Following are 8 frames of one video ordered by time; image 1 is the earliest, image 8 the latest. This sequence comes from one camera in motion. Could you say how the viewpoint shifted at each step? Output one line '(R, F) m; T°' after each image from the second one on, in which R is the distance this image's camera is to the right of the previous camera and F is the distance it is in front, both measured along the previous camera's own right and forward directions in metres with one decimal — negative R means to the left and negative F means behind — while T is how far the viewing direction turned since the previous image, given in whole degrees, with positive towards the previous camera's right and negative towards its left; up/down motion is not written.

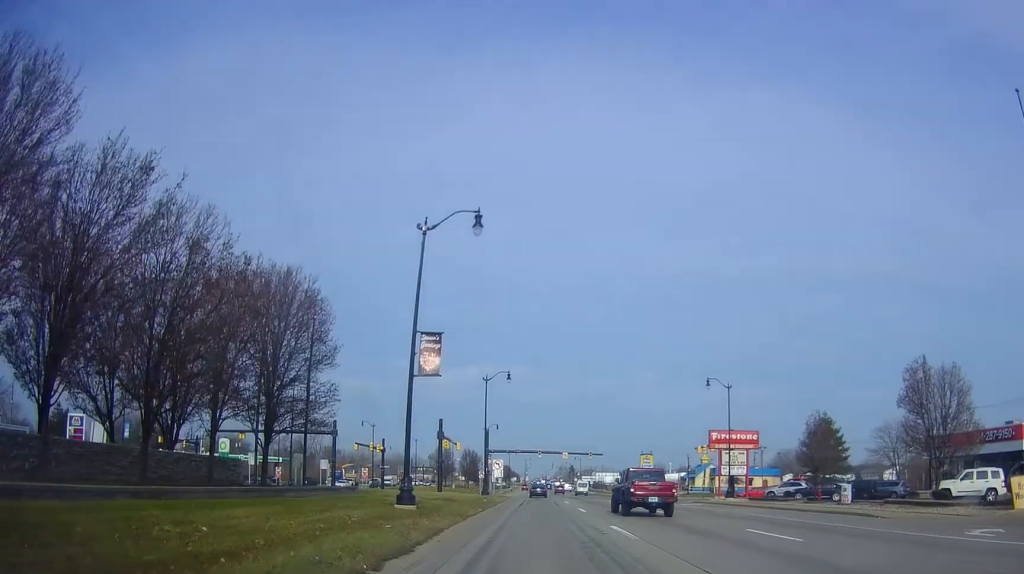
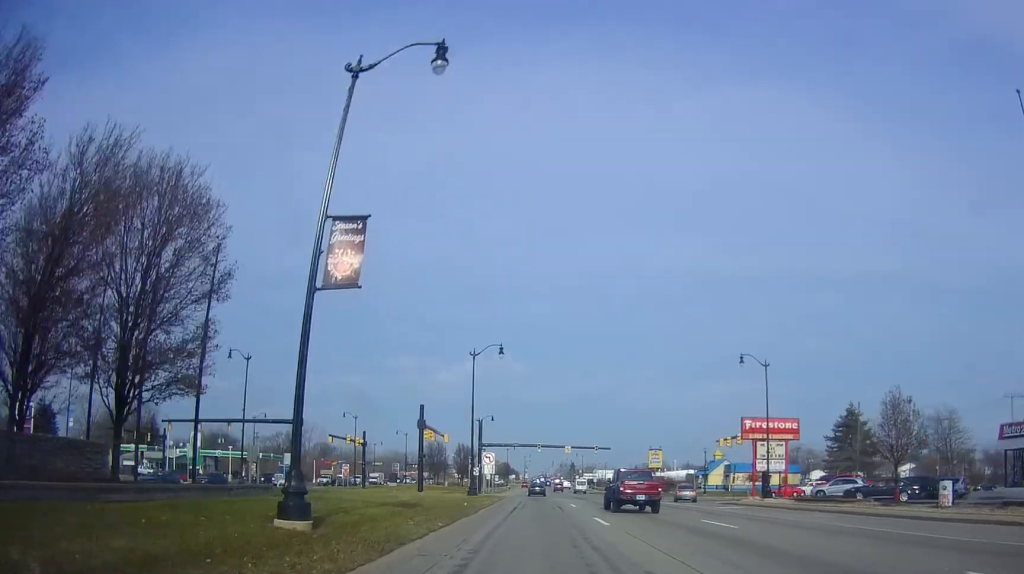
(+0.3, +10.6) m; +2°
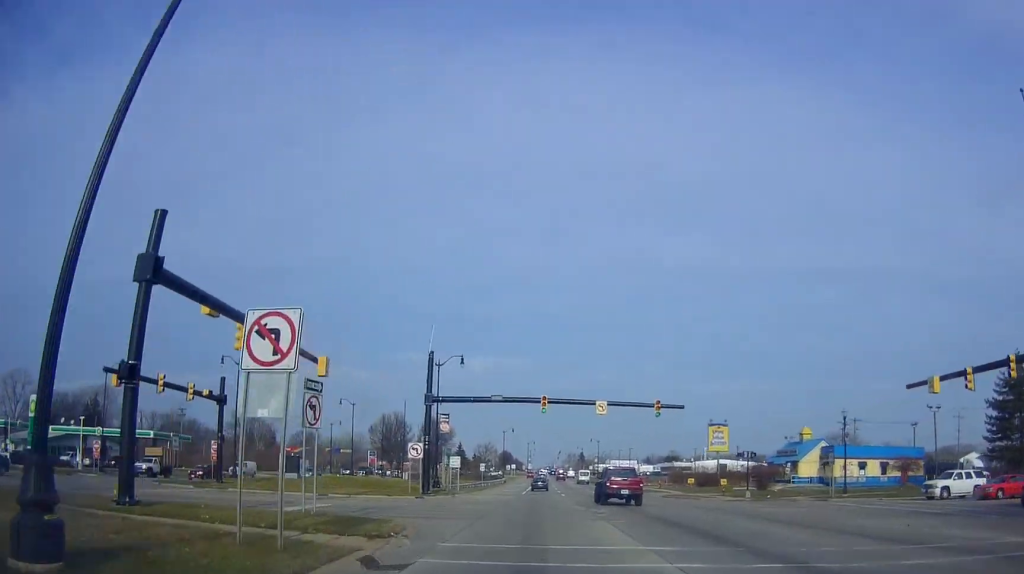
(0.0, +41.8) m; 0°
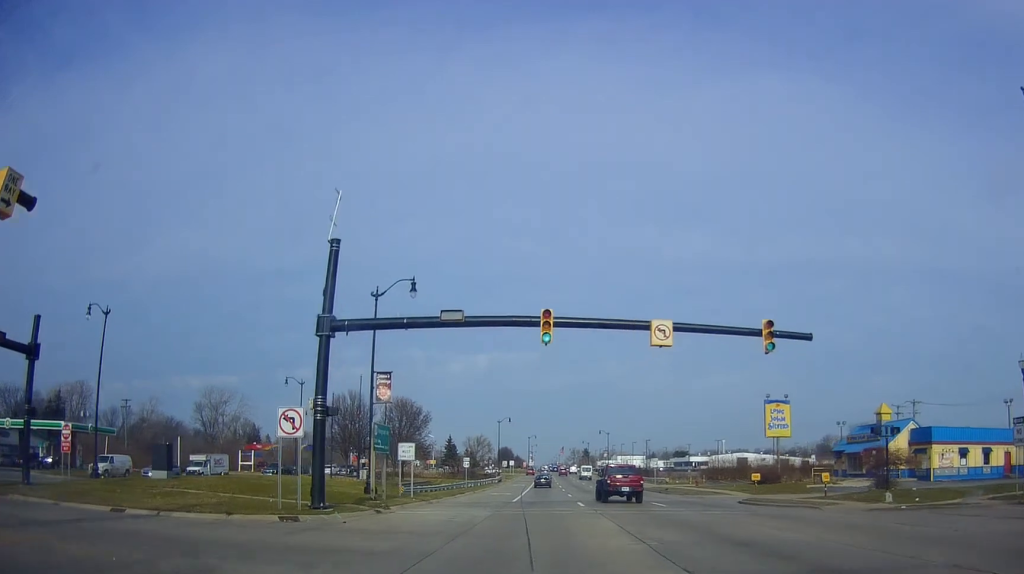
(0.0, +21.1) m; 0°
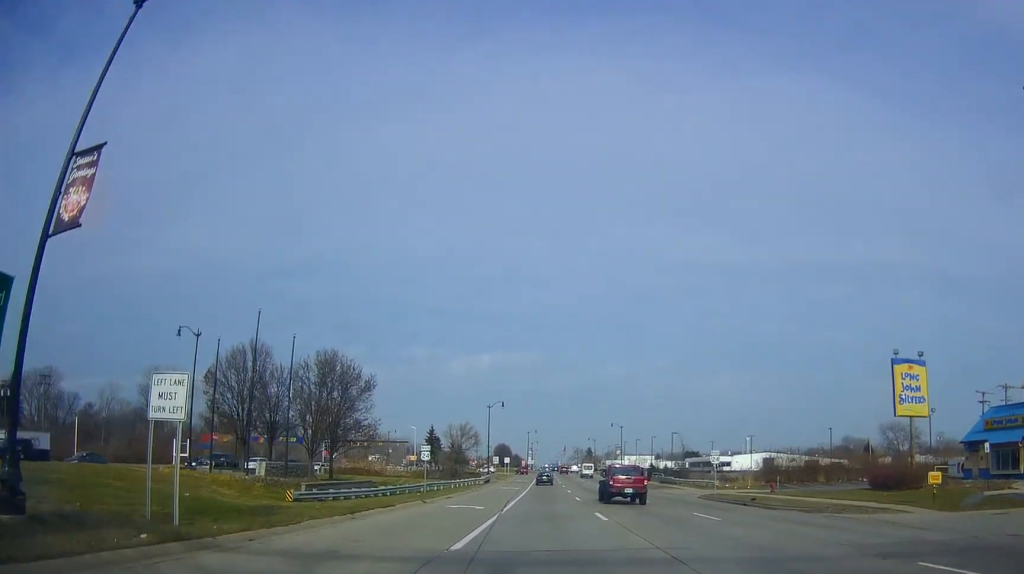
(0.0, +24.3) m; 0°
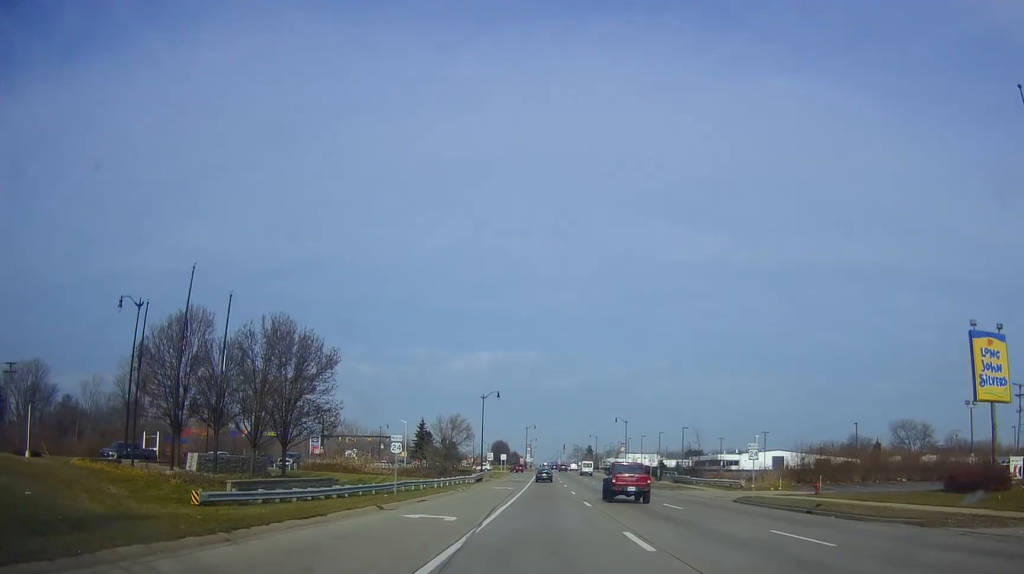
(0.0, +7.9) m; 0°
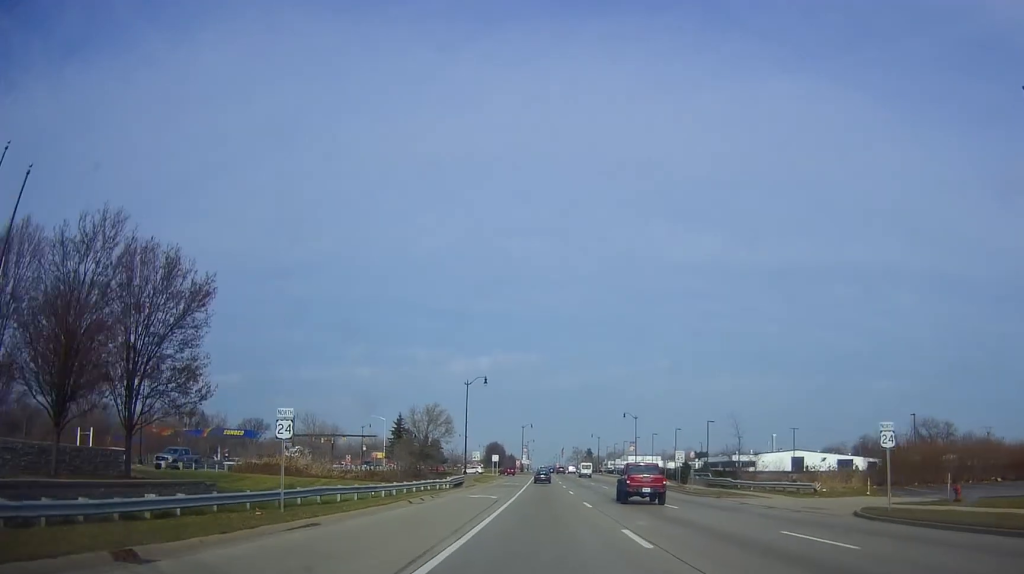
(0.0, +15.5) m; 0°
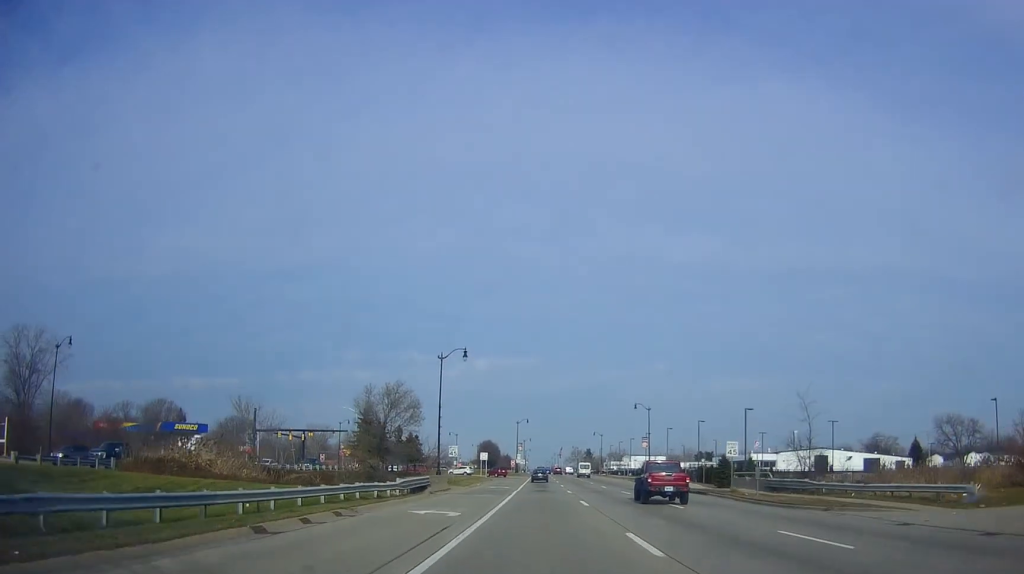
(0.0, +15.9) m; -1°
